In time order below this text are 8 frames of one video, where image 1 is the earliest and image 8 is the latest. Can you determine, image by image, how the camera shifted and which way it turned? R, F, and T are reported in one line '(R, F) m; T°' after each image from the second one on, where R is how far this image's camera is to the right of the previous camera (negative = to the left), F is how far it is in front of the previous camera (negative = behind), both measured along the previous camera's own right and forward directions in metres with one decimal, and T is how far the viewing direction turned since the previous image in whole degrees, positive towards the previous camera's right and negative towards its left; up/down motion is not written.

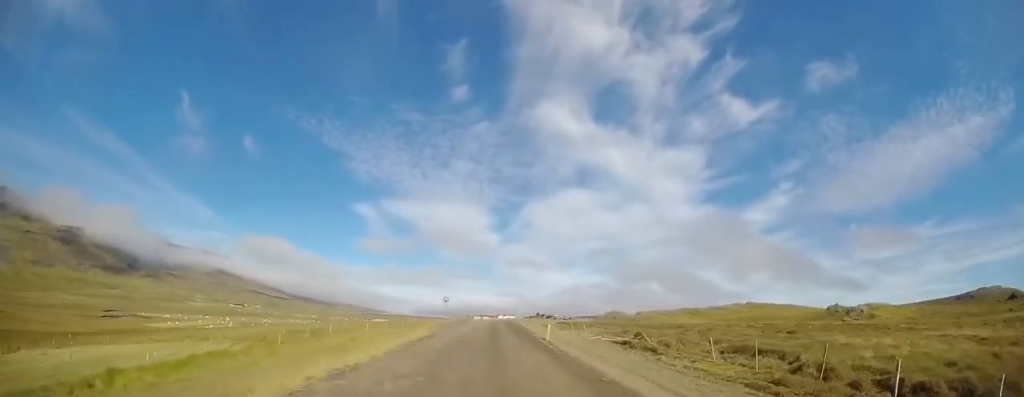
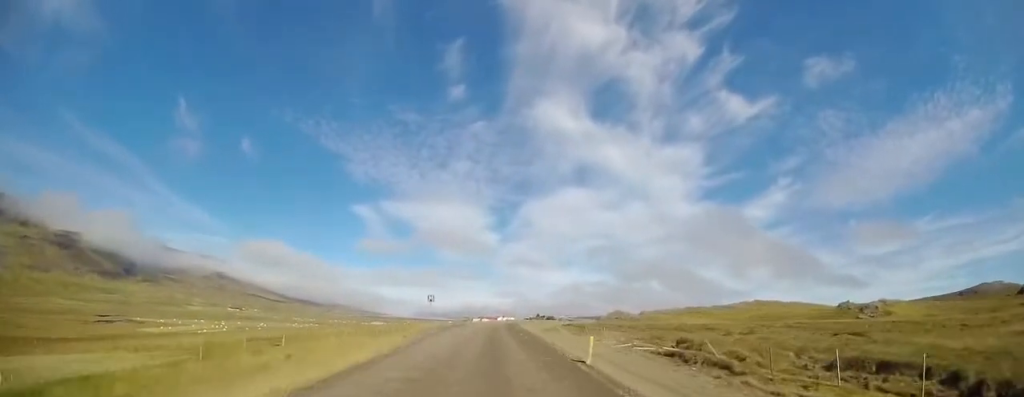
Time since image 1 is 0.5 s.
(0.0, +8.8) m; 0°
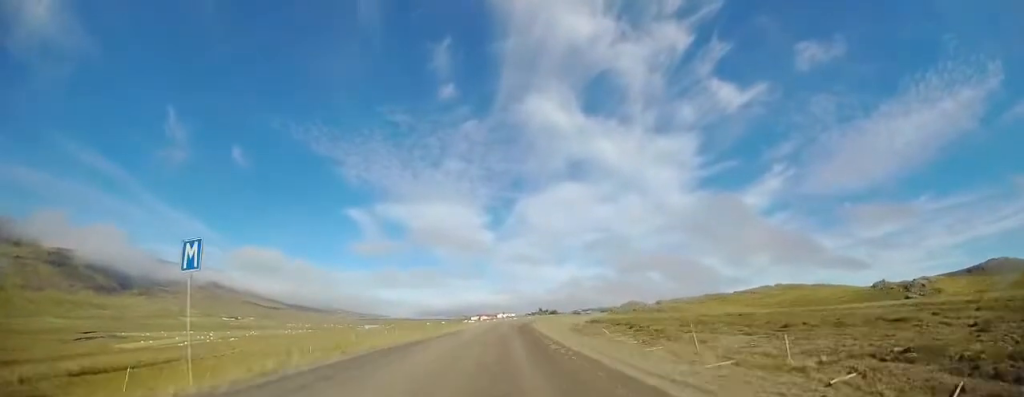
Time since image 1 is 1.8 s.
(+0.2, +25.6) m; +1°
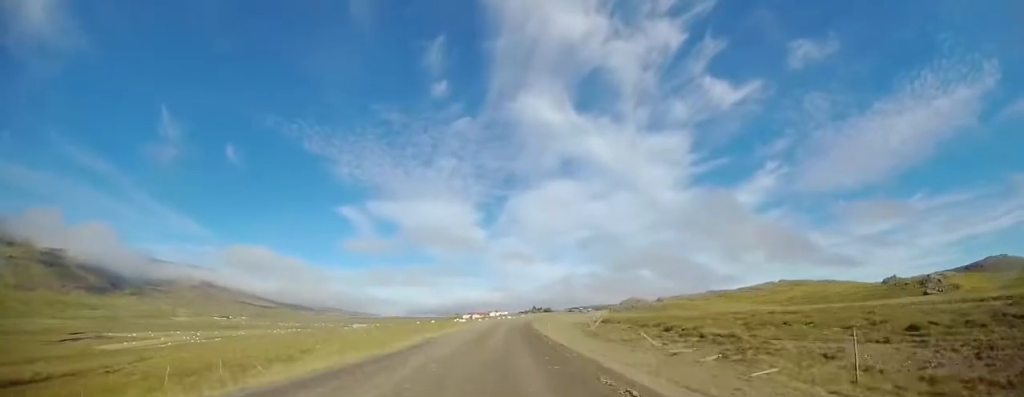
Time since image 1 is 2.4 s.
(+0.1, +11.6) m; +1°
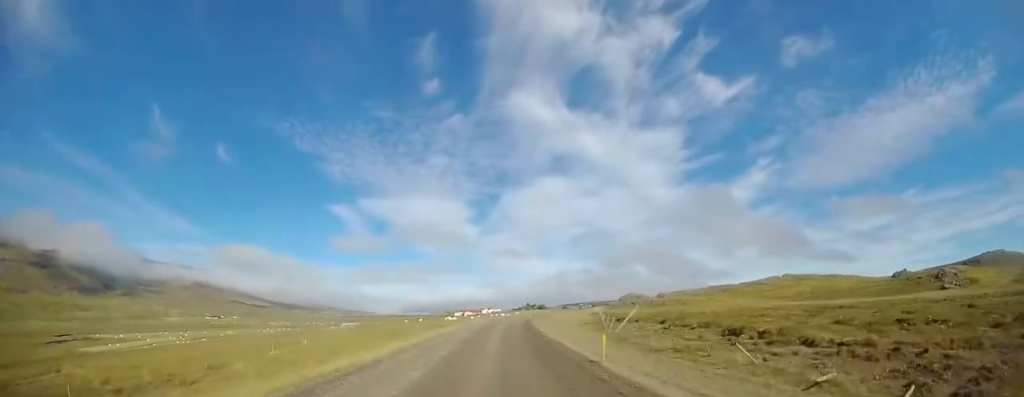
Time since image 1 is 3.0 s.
(+0.1, +10.9) m; 0°
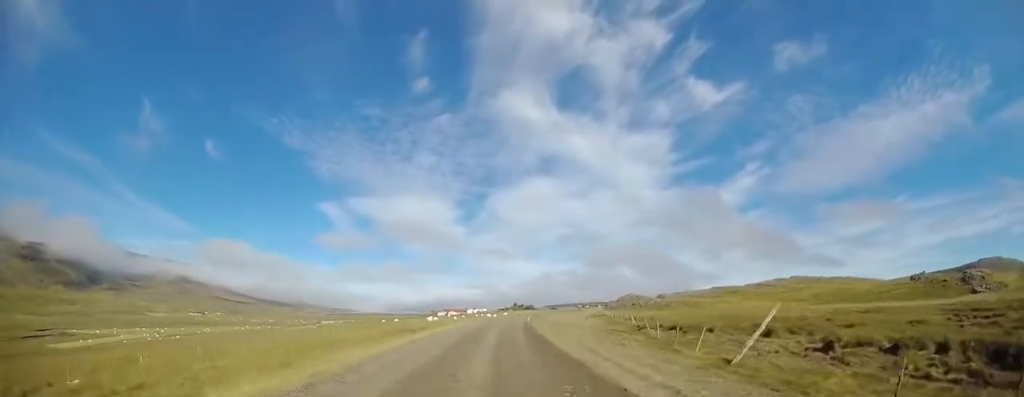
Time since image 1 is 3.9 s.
(+0.1, +18.5) m; +1°
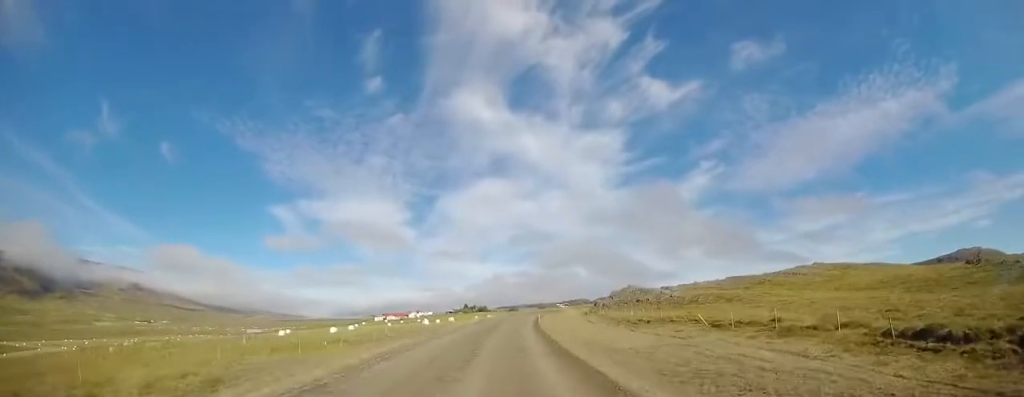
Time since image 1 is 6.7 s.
(+3.6, +53.0) m; +8°
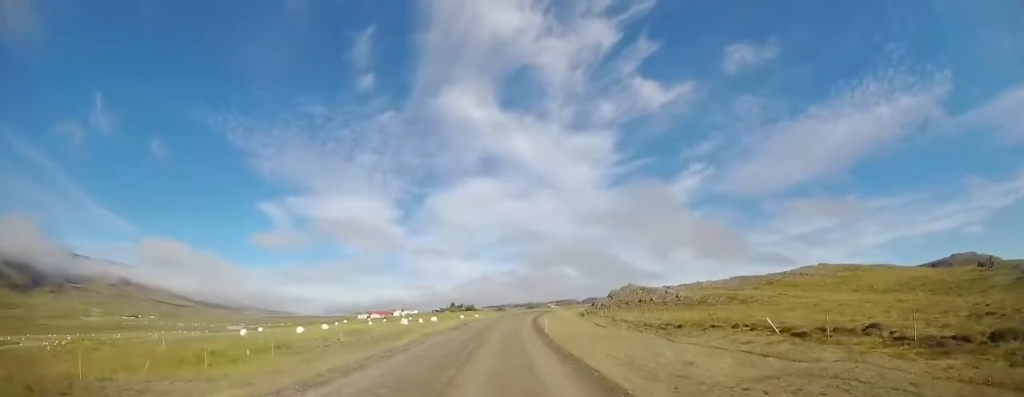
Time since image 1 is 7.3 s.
(+0.1, +10.8) m; +1°
